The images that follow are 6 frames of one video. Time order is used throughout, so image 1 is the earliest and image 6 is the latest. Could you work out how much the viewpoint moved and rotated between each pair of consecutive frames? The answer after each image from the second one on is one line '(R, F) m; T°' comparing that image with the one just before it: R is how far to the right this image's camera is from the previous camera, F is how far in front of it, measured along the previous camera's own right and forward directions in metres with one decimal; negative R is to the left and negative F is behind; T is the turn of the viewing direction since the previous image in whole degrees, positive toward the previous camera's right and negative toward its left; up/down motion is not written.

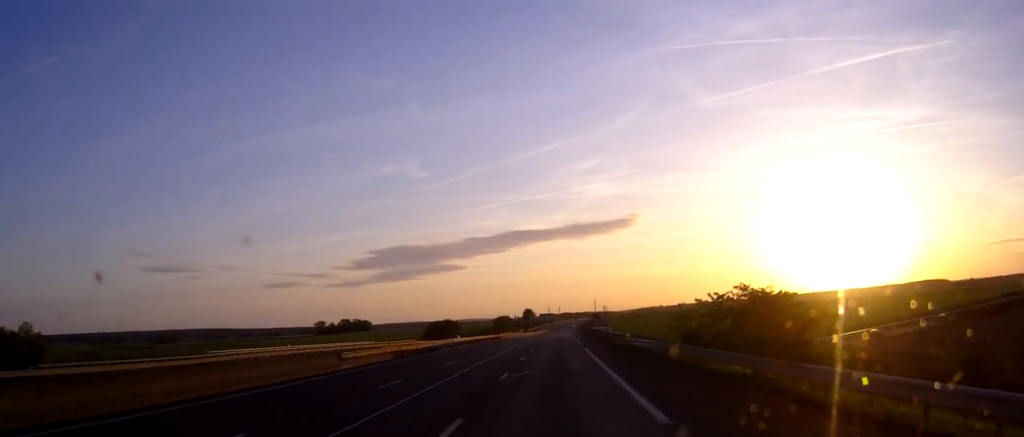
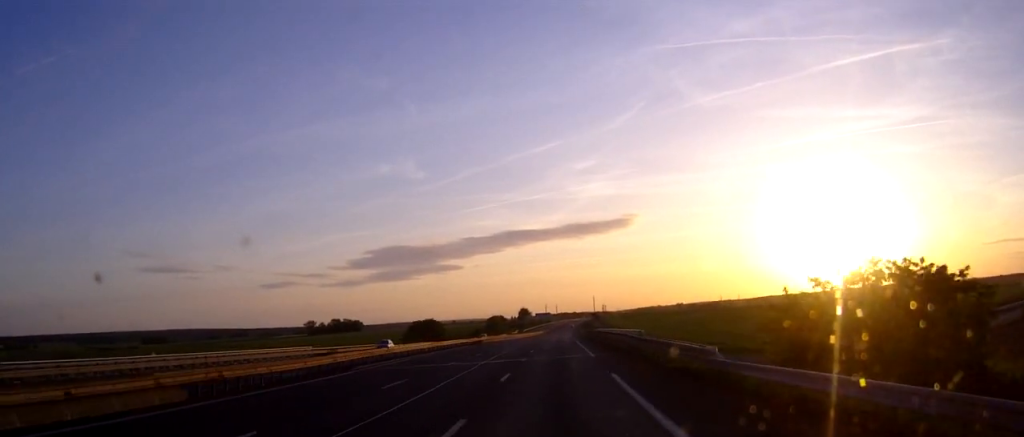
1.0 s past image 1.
(+0.1, +25.7) m; 0°
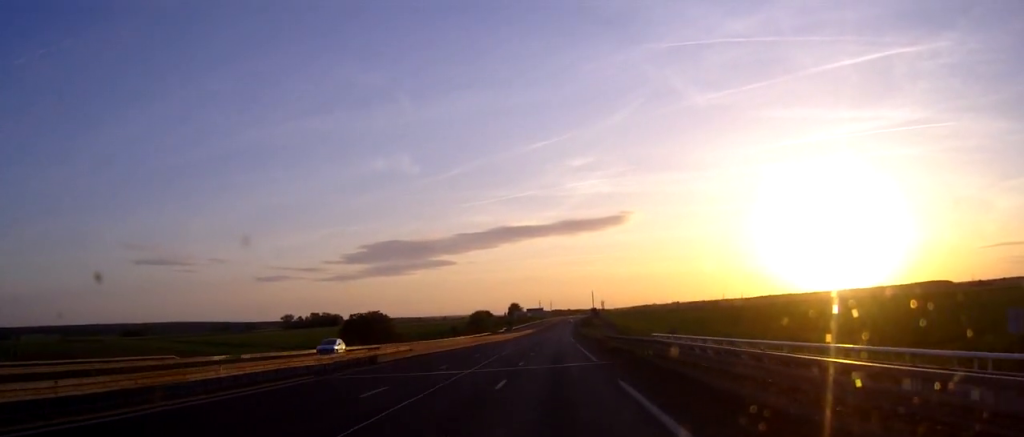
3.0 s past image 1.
(+0.1, +54.3) m; 0°
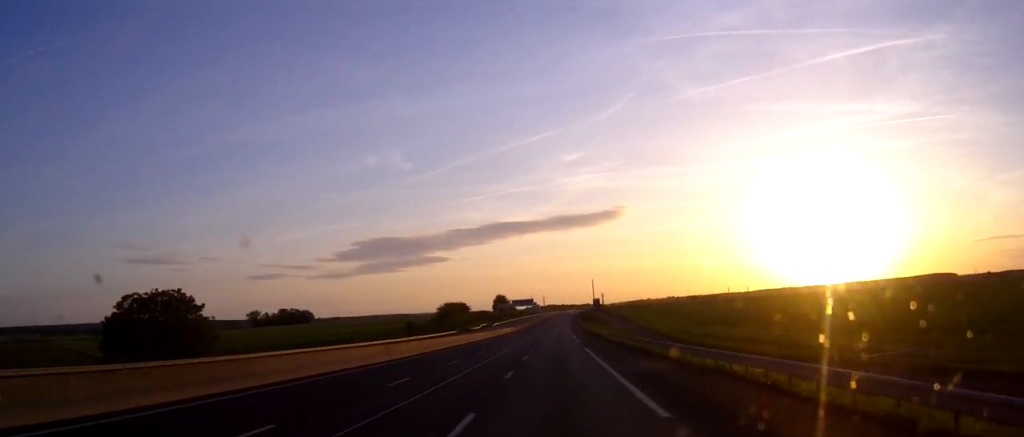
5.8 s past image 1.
(+0.3, +75.0) m; +1°
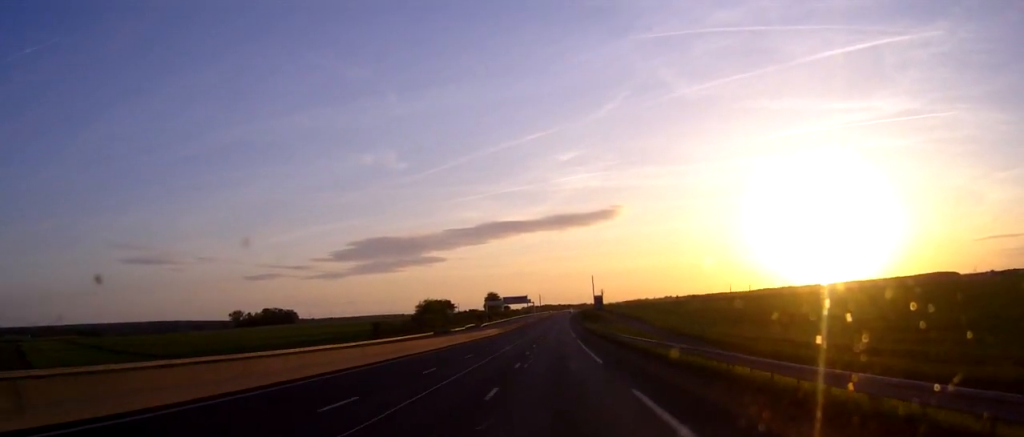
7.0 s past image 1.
(+0.1, +32.9) m; 0°
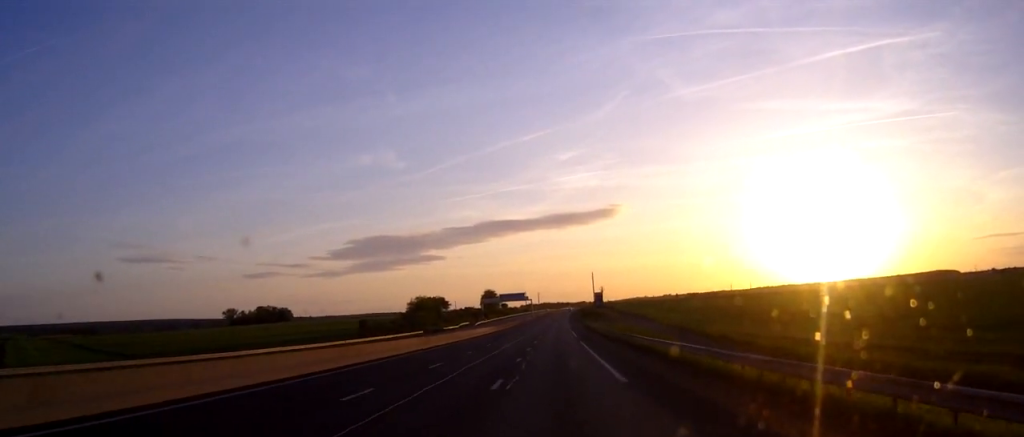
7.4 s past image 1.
(0.0, +11.0) m; 0°
